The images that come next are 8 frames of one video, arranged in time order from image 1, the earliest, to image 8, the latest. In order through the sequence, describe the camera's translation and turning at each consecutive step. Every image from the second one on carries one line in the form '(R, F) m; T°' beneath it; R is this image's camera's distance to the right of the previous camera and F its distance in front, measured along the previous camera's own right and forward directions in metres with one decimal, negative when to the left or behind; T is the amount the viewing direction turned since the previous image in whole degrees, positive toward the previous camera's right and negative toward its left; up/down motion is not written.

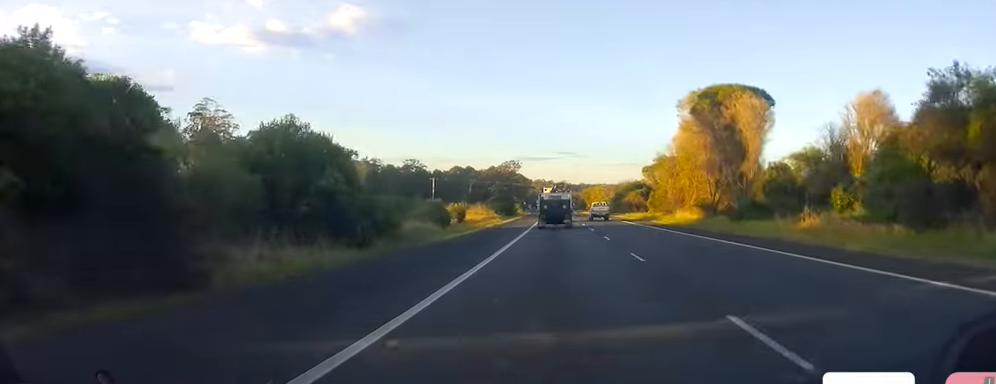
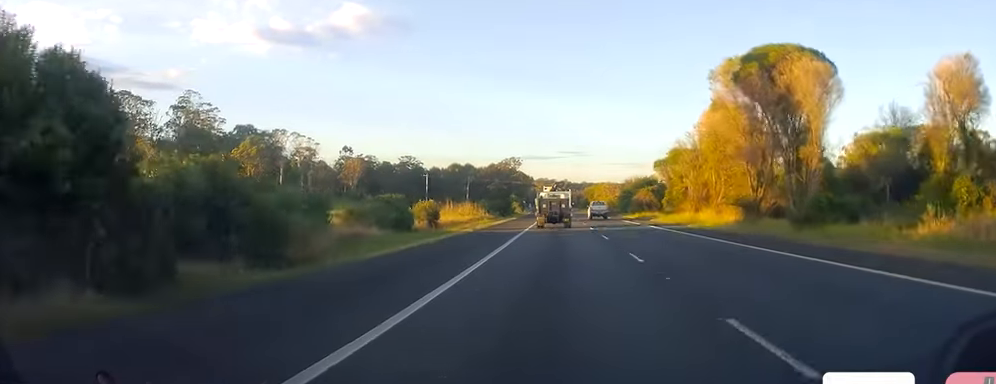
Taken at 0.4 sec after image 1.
(+0.1, +12.2) m; 0°
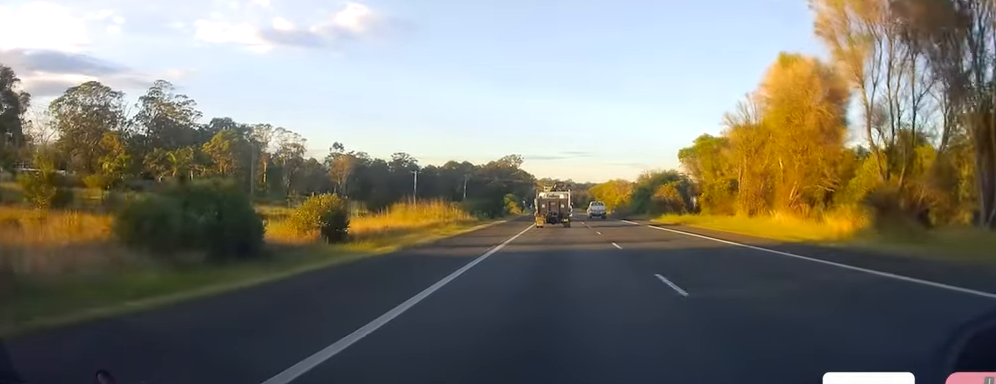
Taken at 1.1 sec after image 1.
(+0.2, +18.8) m; 0°
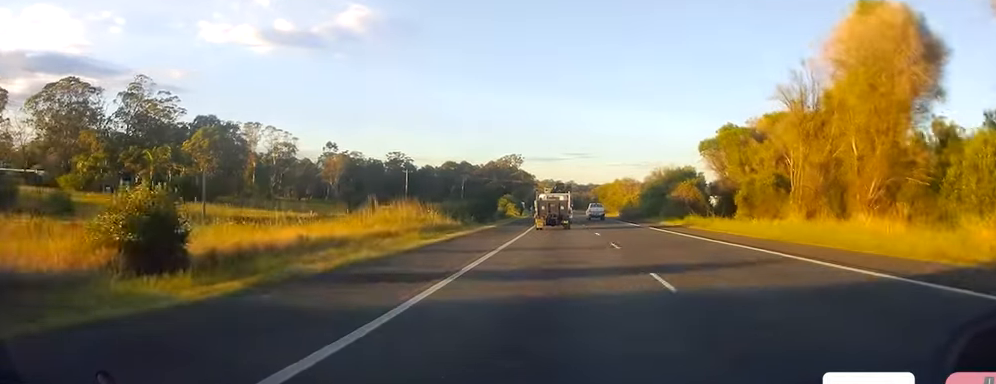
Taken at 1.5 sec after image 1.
(0.0, +11.3) m; -1°
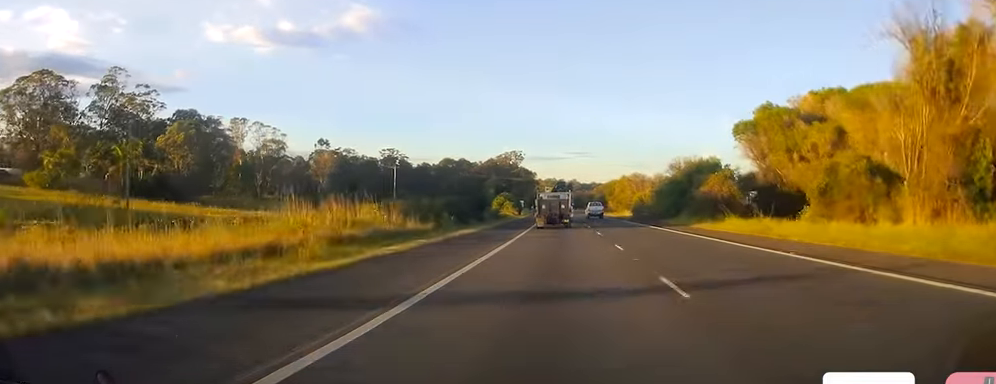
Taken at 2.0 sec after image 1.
(+0.1, +13.1) m; -1°
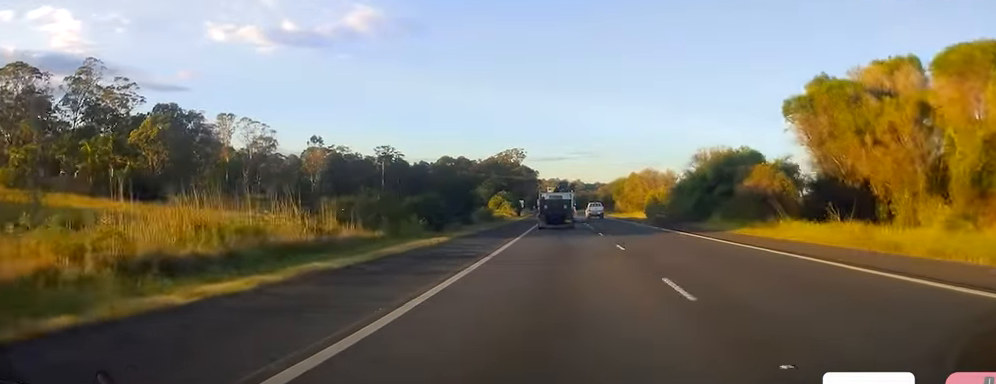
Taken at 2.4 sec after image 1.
(-0.2, +12.2) m; 0°
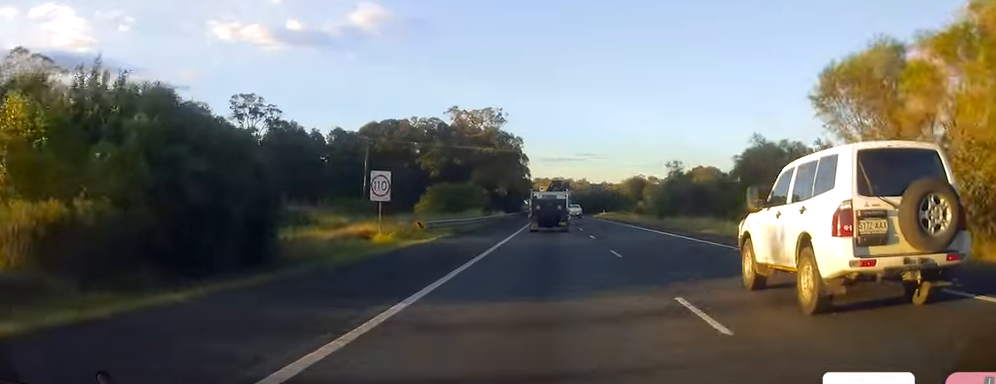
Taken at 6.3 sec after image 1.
(-2.4, +110.6) m; -1°
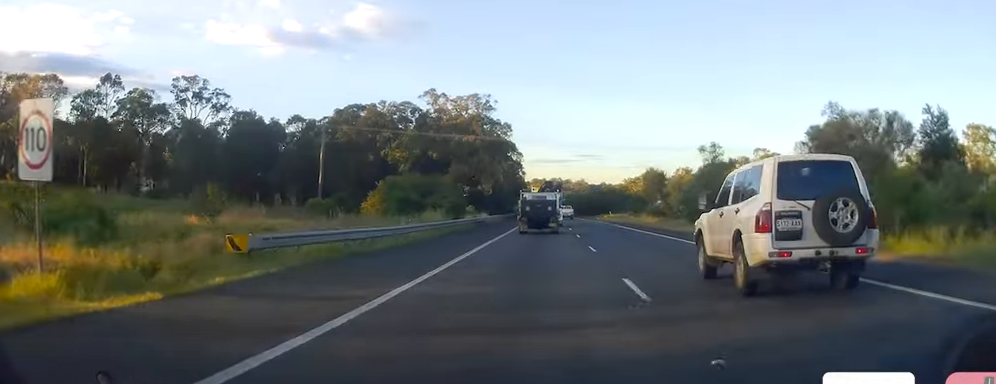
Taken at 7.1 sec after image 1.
(0.0, +21.1) m; +2°
